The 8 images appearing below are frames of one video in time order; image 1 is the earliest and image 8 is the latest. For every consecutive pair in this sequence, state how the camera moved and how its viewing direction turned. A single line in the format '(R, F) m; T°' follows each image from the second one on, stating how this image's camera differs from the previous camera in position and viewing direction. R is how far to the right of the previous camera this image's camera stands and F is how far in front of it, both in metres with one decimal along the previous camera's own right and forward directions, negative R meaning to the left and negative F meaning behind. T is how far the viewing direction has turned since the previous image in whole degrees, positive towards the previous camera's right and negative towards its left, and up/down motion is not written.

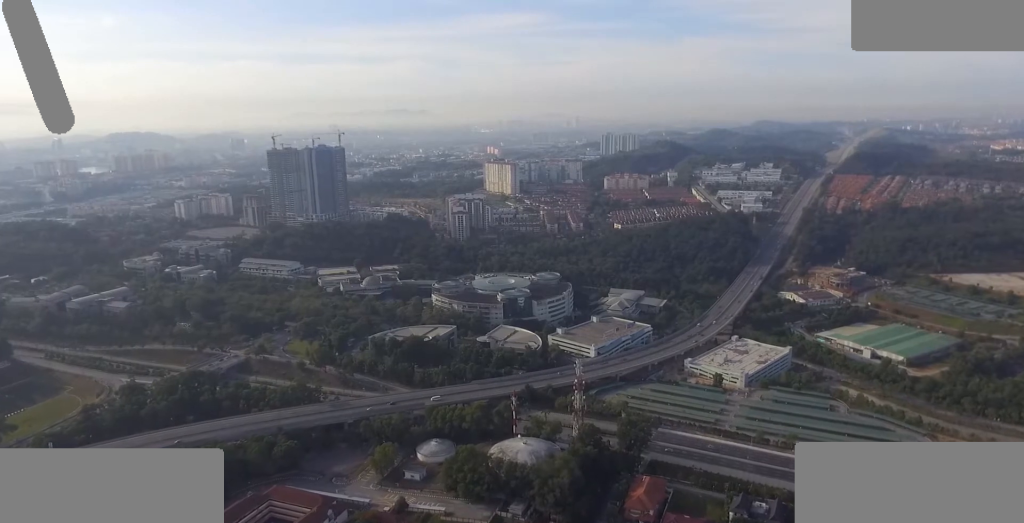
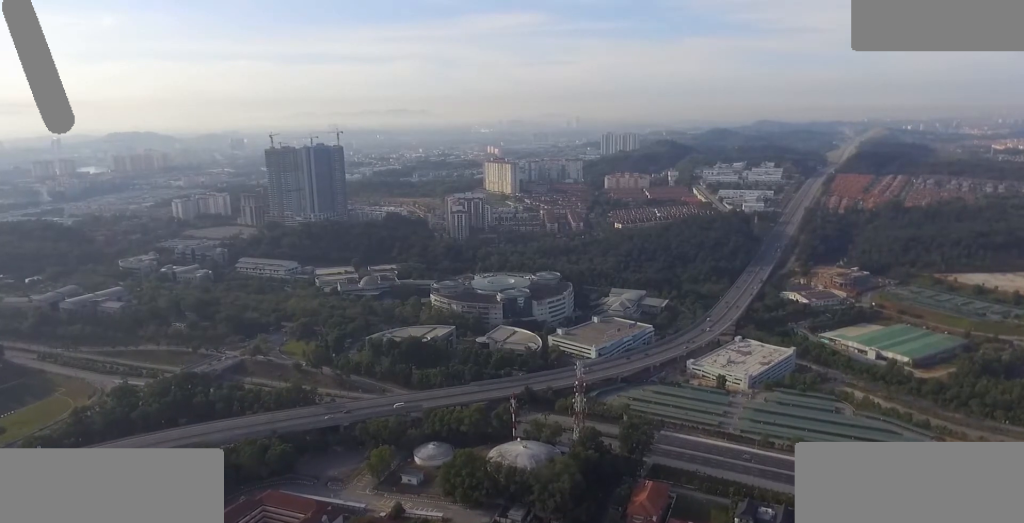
(0.0, +8.8) m; 0°
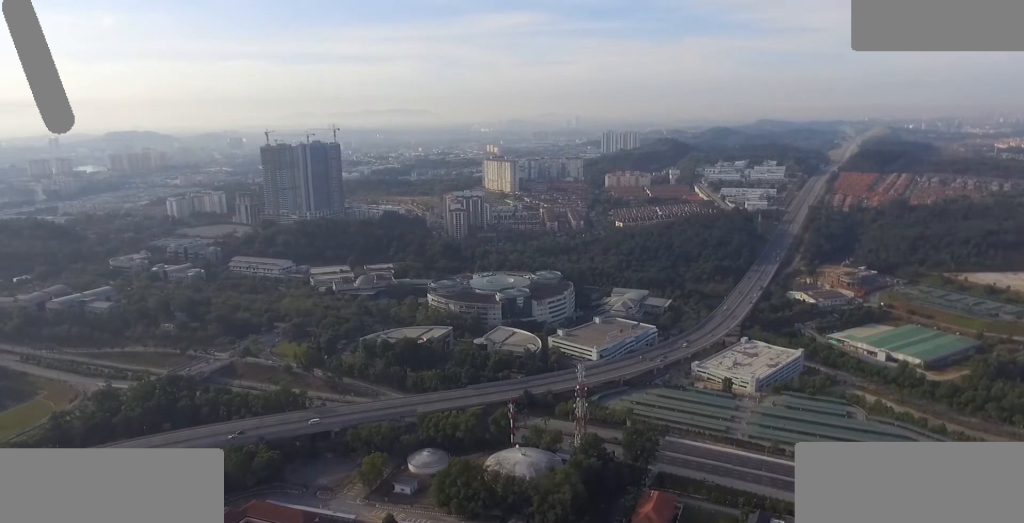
(0.0, +17.5) m; 0°
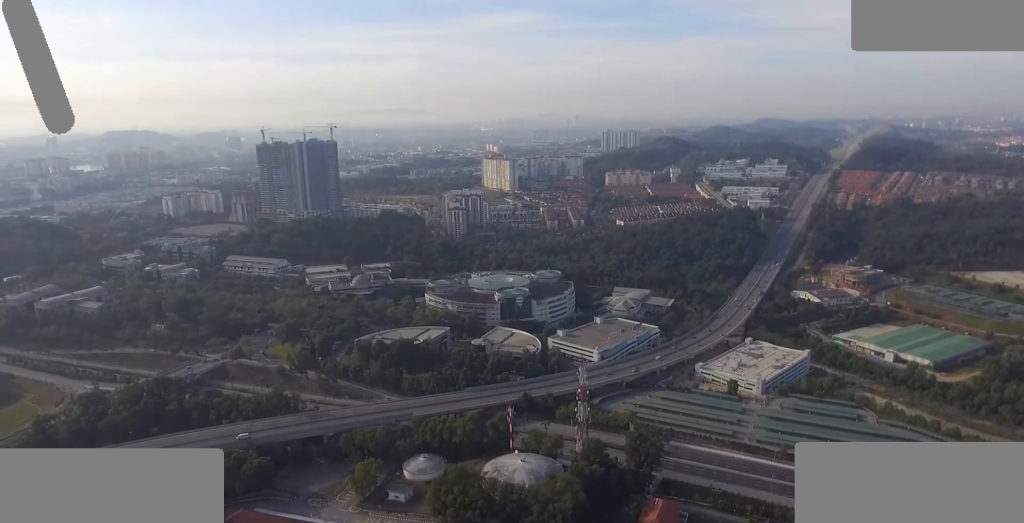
(0.0, +13.6) m; 0°
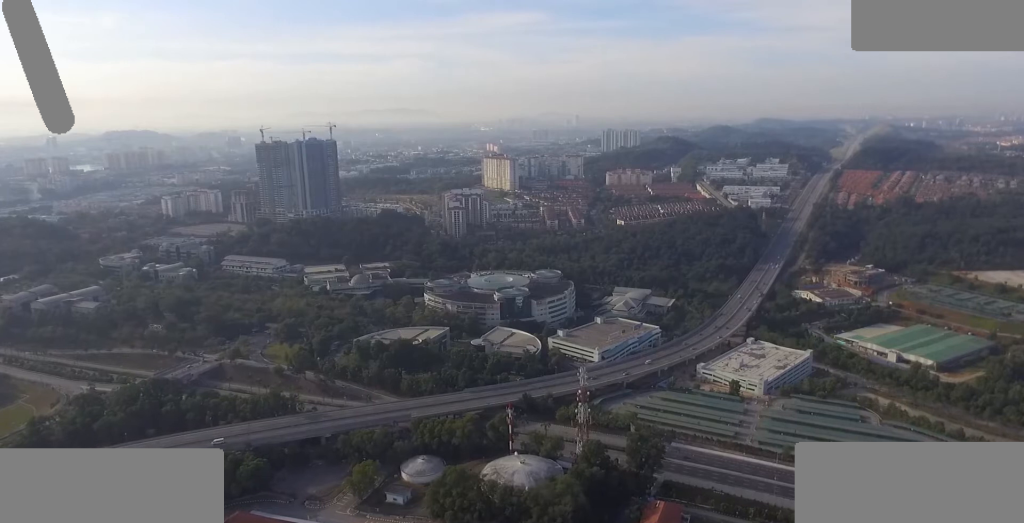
(0.0, +4.0) m; 0°
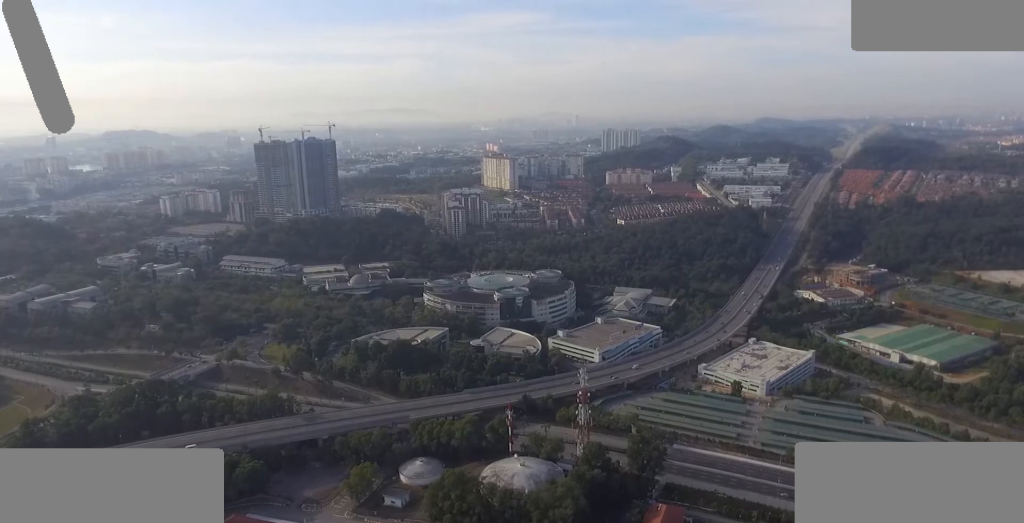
(0.0, +4.8) m; 0°
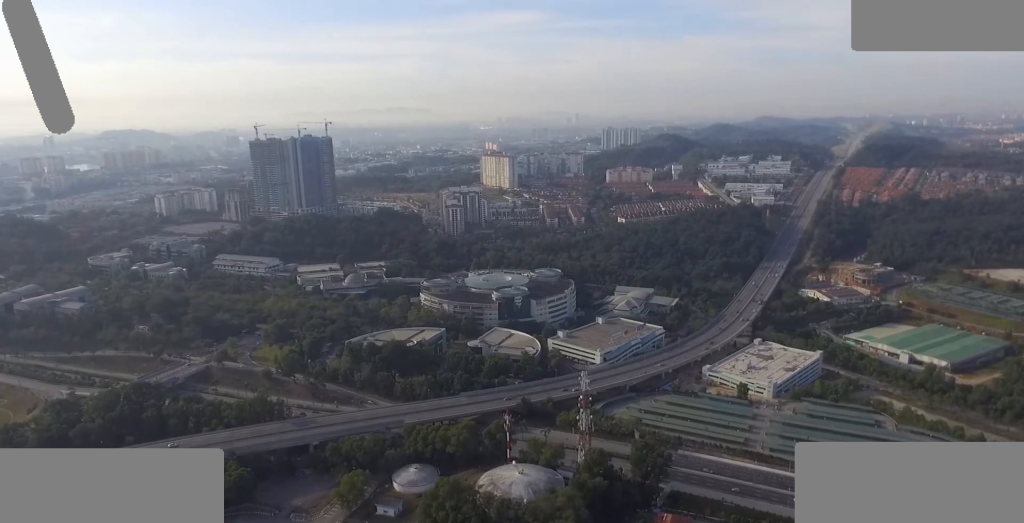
(0.0, +14.4) m; 0°
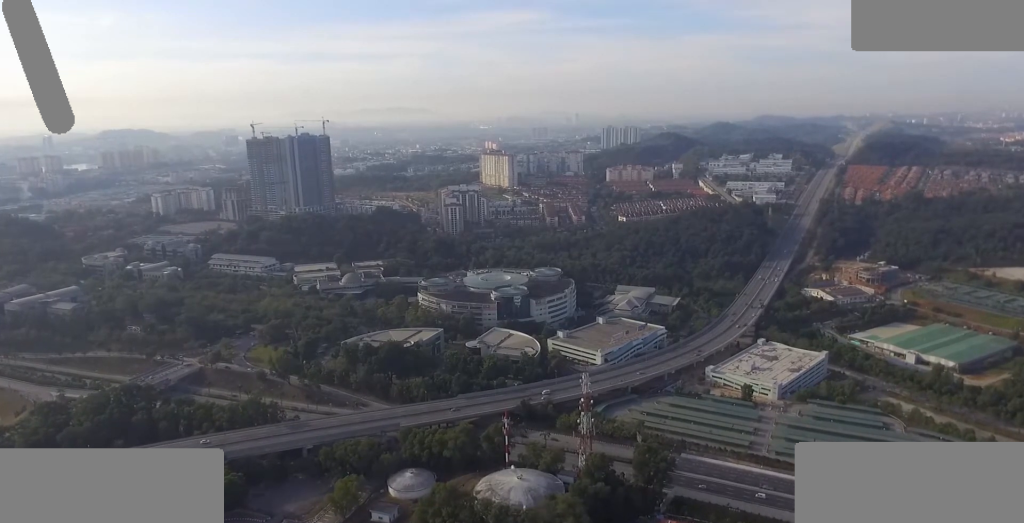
(0.0, +9.6) m; 0°
